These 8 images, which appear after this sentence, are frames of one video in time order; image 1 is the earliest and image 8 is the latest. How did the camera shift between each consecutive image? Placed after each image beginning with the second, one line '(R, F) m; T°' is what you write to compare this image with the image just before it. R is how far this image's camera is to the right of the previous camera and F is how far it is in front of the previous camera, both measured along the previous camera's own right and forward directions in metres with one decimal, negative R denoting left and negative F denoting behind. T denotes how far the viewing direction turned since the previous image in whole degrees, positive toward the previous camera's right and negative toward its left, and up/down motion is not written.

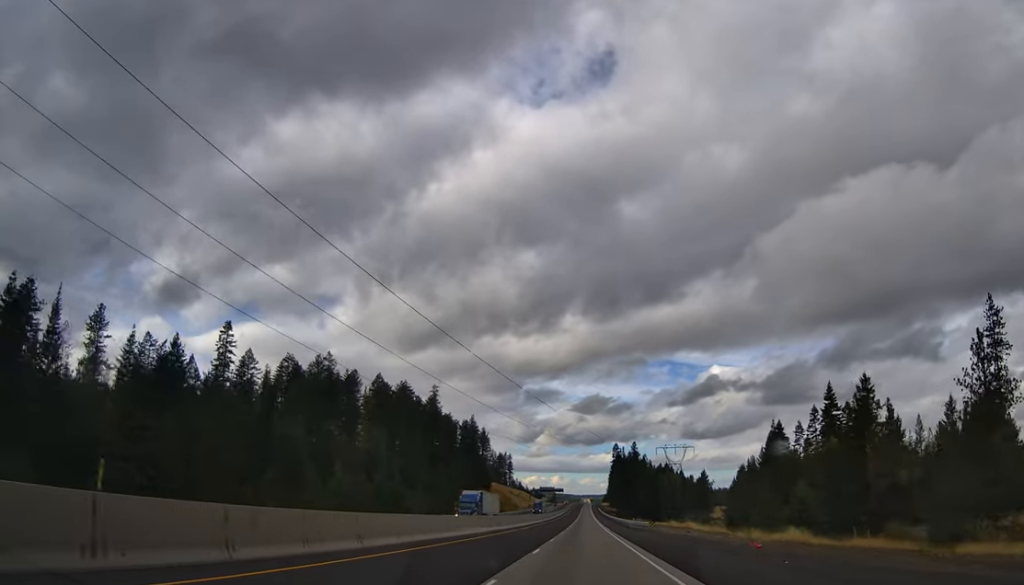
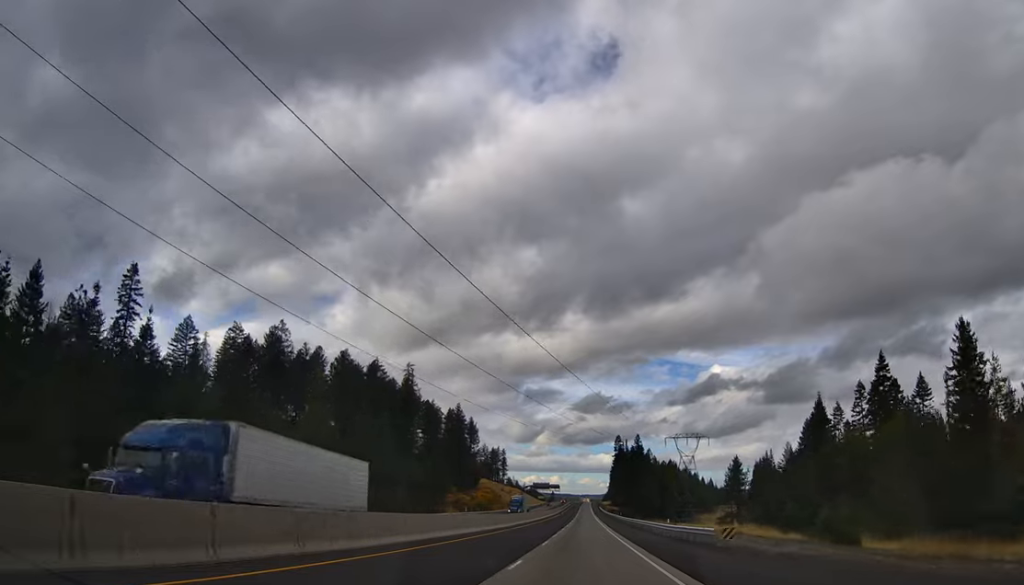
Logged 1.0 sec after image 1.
(+0.2, +30.9) m; 0°
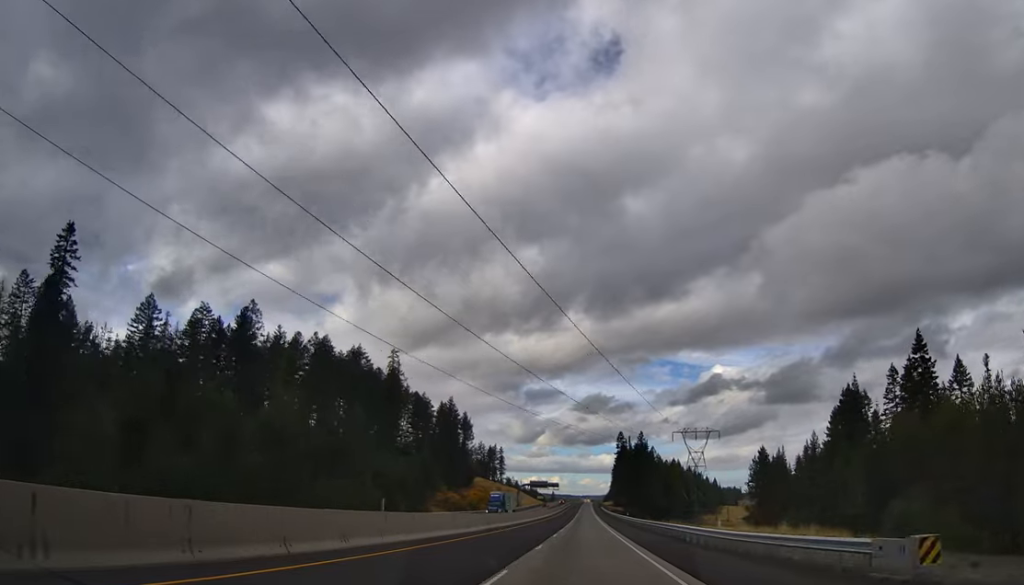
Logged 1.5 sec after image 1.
(+0.2, +16.0) m; 0°
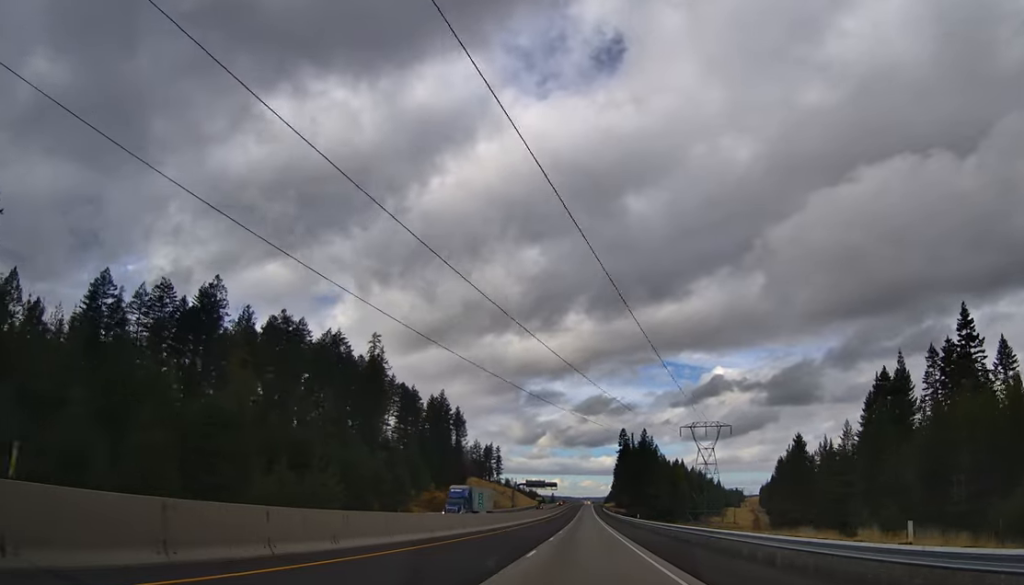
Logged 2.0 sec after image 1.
(-0.3, +16.0) m; -1°
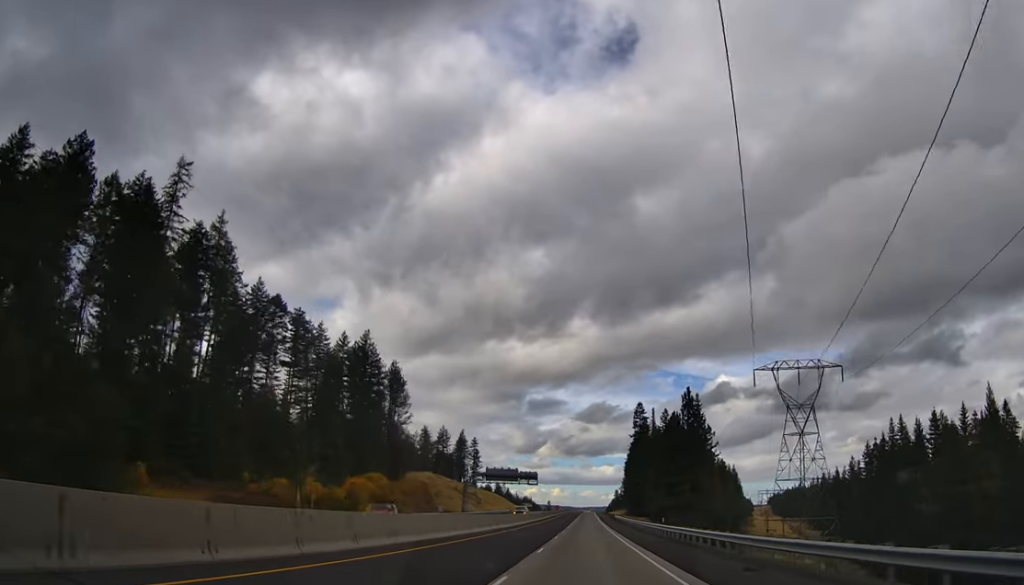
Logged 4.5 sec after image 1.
(+1.4, +82.4) m; +2°
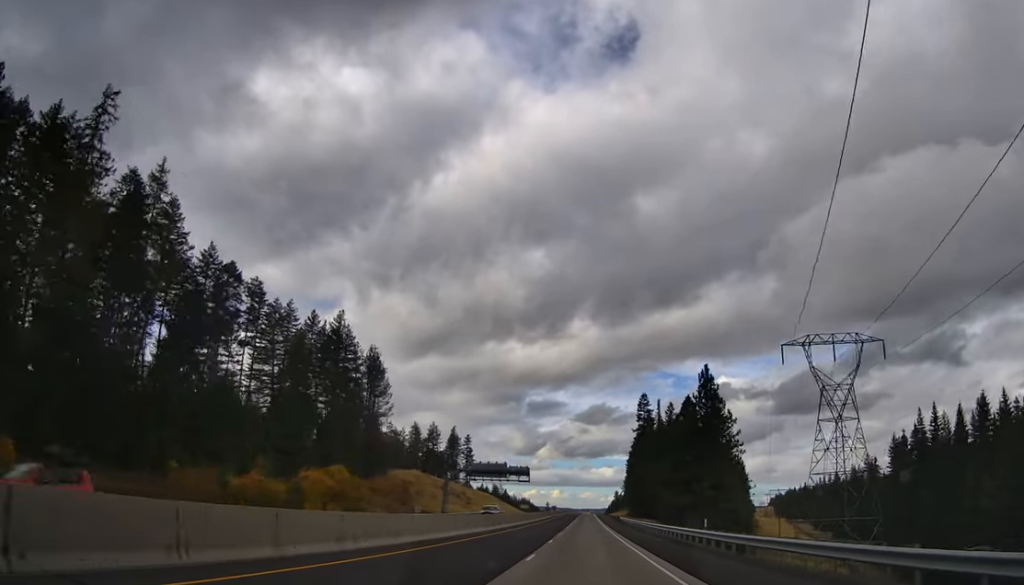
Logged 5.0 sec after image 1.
(-0.2, +16.1) m; -1°
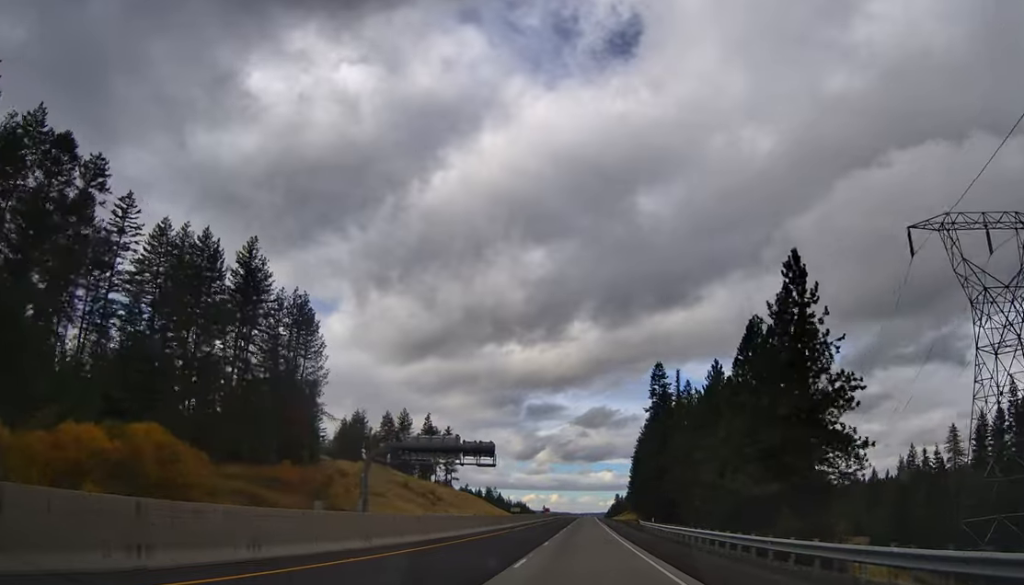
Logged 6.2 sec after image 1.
(-0.2, +38.9) m; -1°
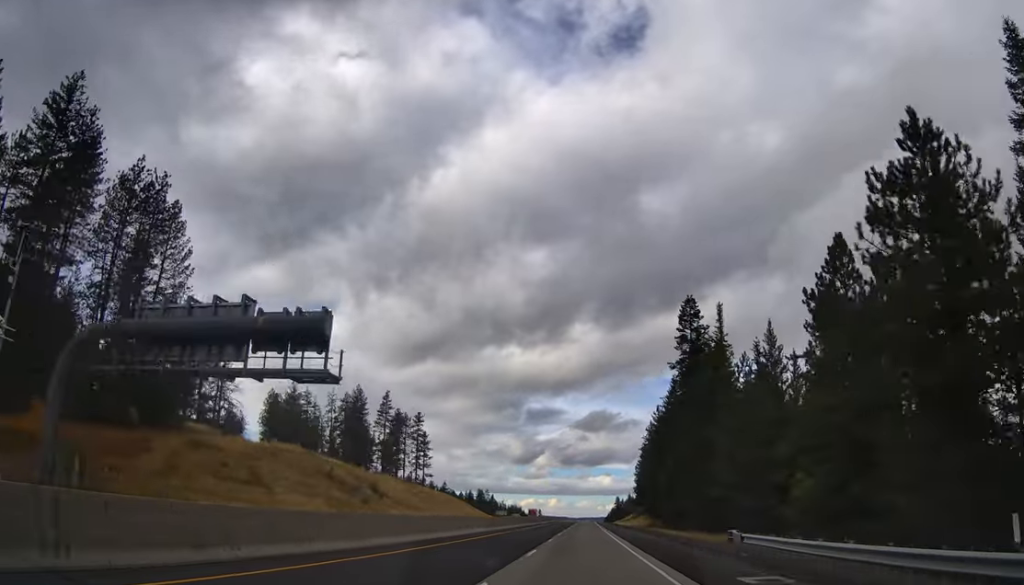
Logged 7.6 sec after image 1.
(-0.3, +43.6) m; 0°
